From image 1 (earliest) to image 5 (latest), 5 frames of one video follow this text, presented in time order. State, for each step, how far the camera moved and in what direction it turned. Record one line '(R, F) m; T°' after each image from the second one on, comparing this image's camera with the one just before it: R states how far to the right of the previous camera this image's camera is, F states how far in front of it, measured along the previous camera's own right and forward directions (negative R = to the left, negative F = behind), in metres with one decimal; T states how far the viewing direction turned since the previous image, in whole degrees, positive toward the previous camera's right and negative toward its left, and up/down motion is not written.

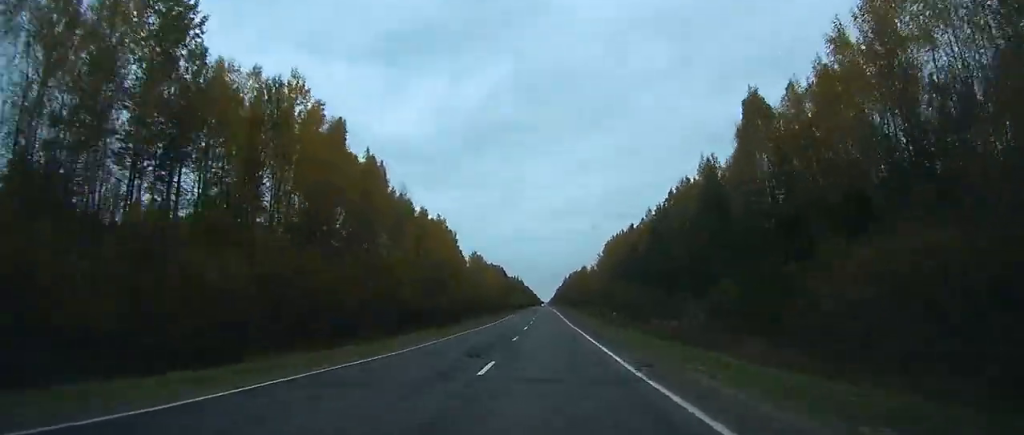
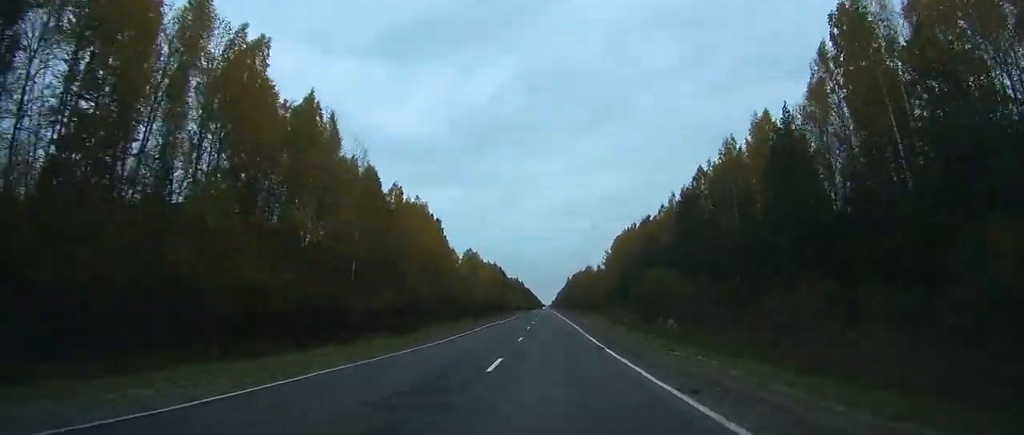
(0.0, +23.4) m; 0°
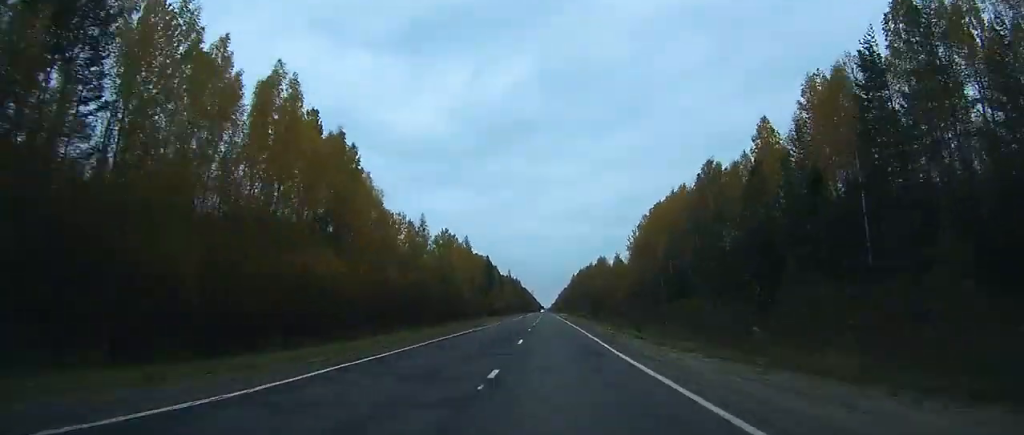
(0.0, +64.3) m; 0°
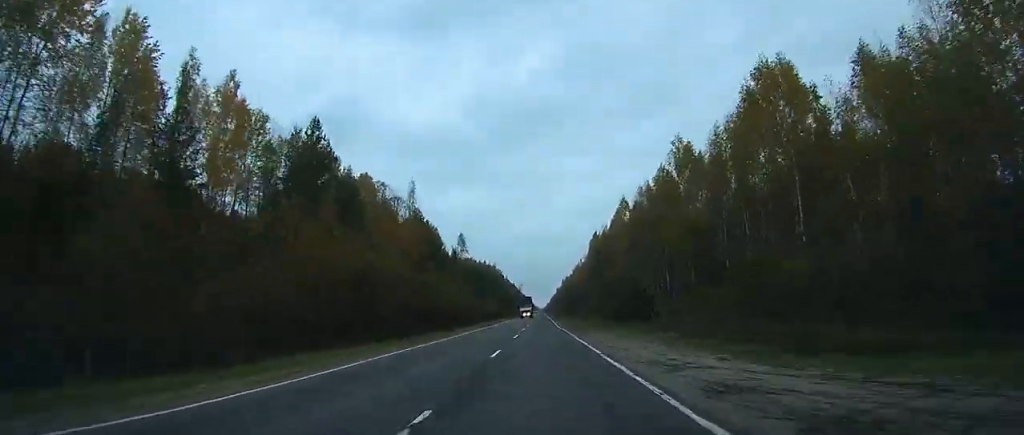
(+0.5, +157.2) m; 0°
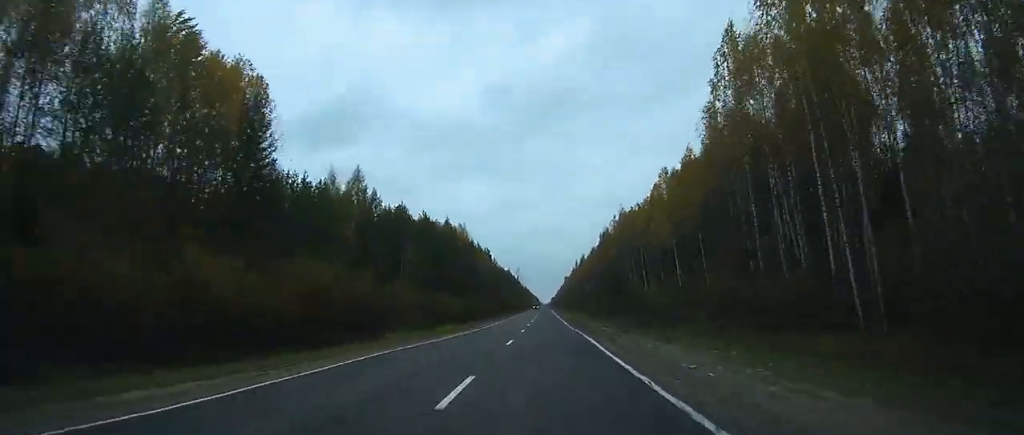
(-0.3, +106.8) m; 0°
